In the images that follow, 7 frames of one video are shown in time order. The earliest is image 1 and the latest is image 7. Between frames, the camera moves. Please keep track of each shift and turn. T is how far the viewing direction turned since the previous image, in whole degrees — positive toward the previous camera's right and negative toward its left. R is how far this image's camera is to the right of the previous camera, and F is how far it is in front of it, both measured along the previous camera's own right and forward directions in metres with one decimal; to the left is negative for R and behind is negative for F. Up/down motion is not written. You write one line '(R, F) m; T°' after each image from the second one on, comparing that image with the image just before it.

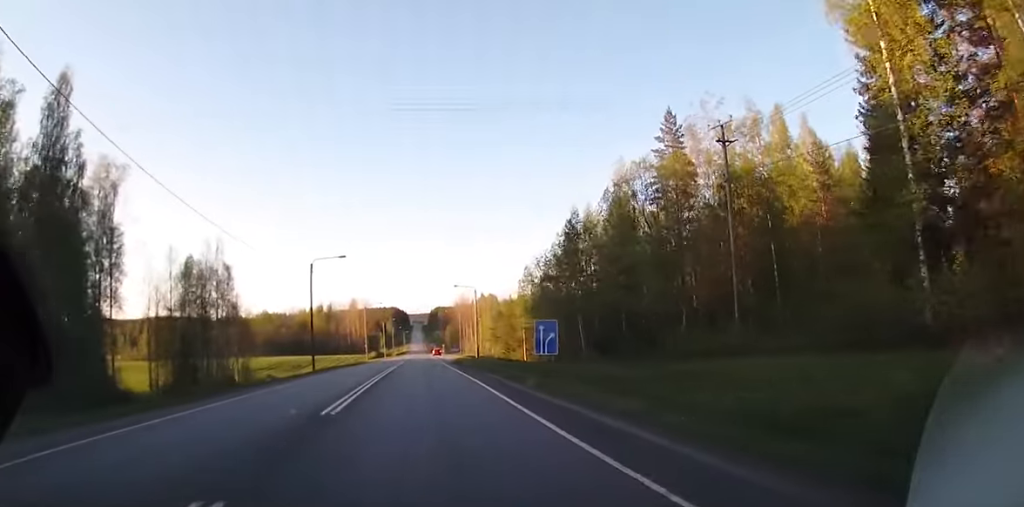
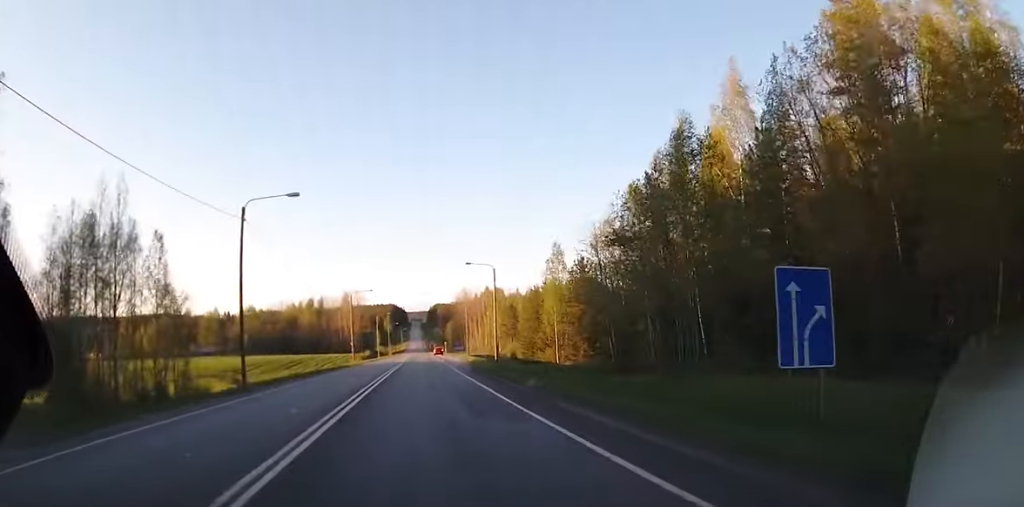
(+0.3, +22.2) m; 0°
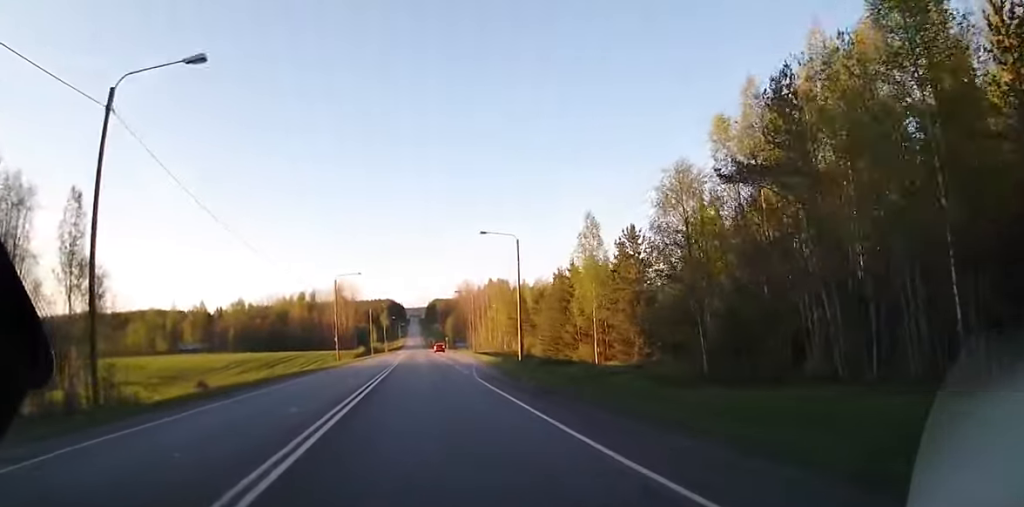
(0.0, +16.1) m; 0°
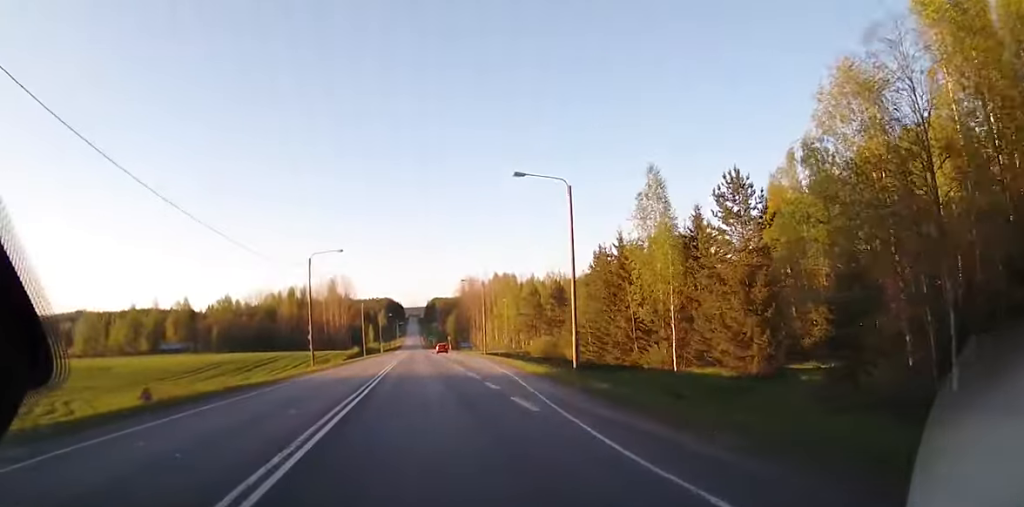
(-0.1, +17.5) m; 0°
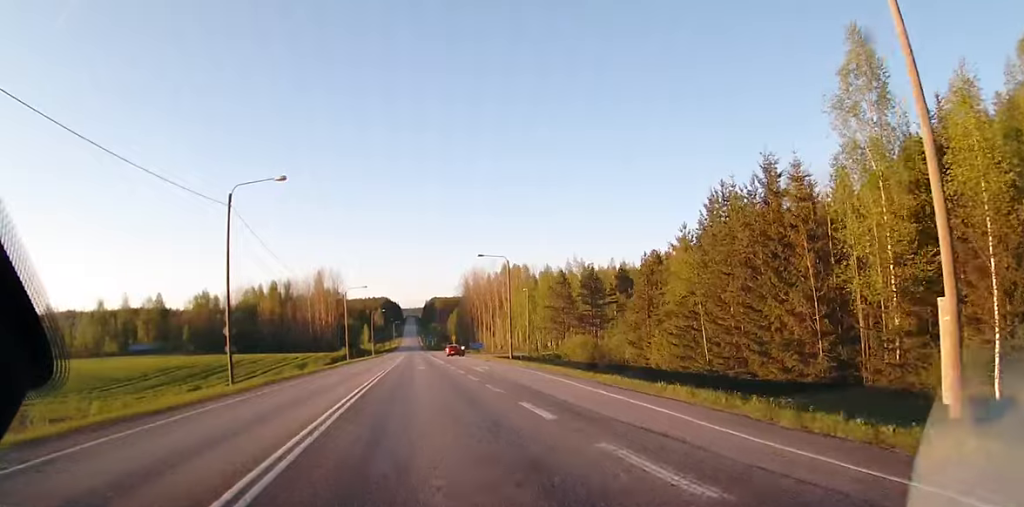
(+0.1, +24.5) m; 0°
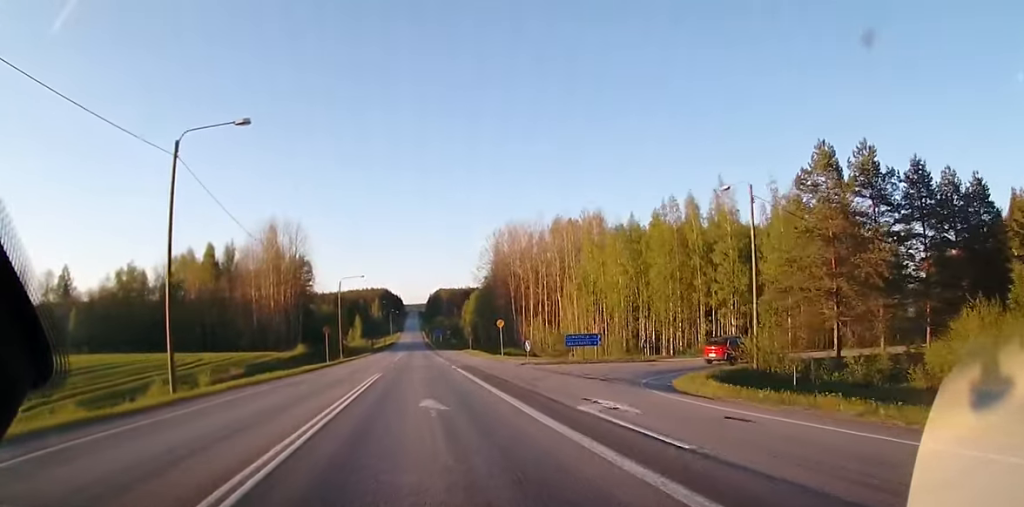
(-0.1, +65.2) m; 0°
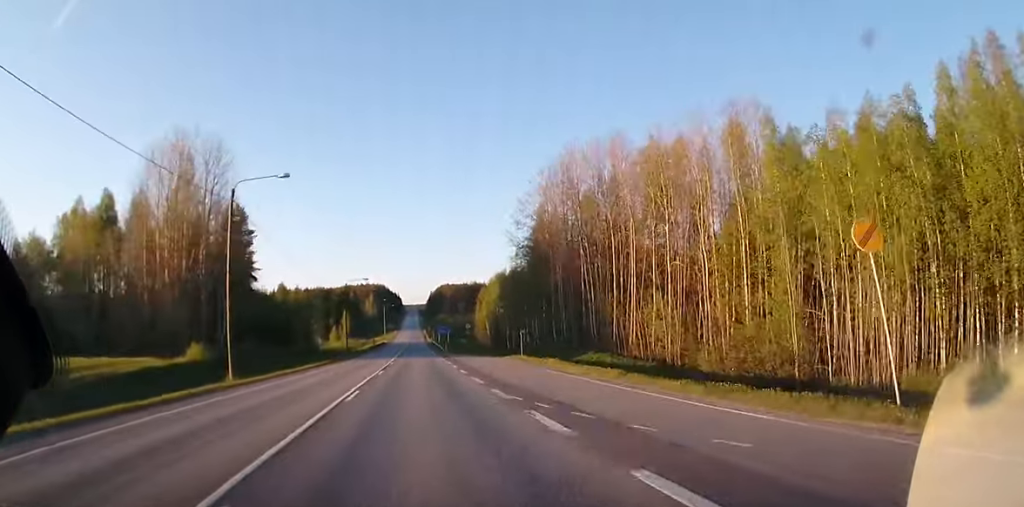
(-0.4, +48.2) m; 0°
